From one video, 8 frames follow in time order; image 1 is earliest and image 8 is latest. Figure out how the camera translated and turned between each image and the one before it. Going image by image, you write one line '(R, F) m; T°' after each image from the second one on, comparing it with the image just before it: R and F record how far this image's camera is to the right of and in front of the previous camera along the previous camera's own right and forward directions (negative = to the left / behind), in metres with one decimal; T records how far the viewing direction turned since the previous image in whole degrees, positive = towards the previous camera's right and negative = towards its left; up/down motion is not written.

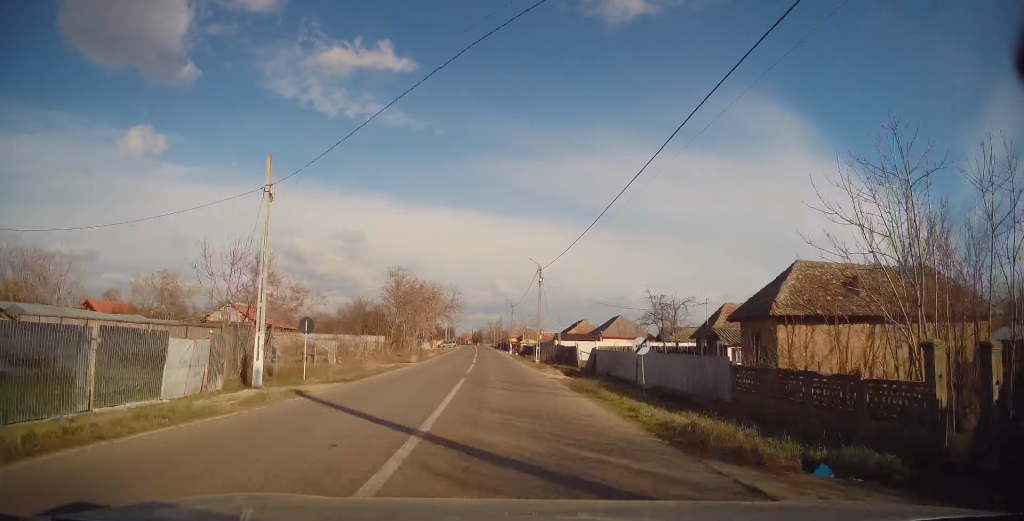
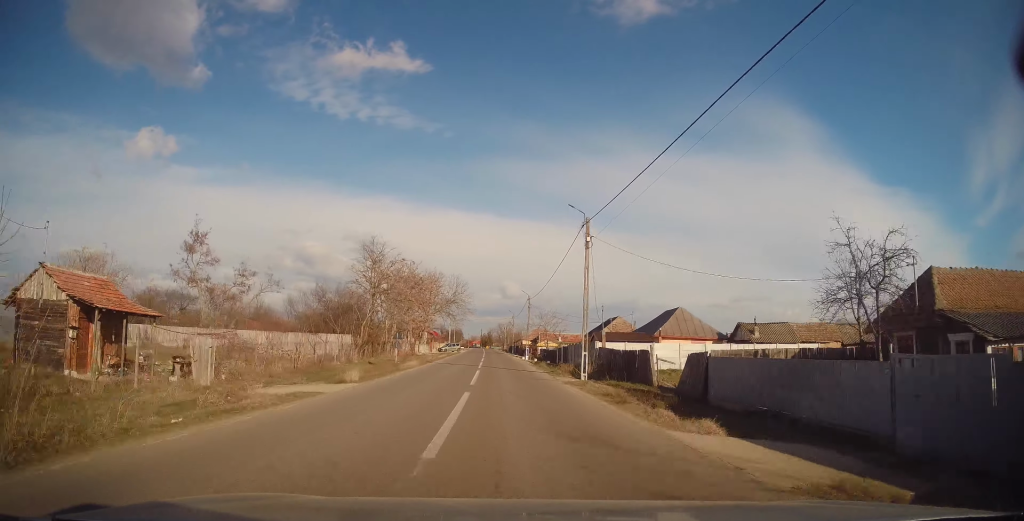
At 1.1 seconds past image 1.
(-0.5, +17.1) m; -1°
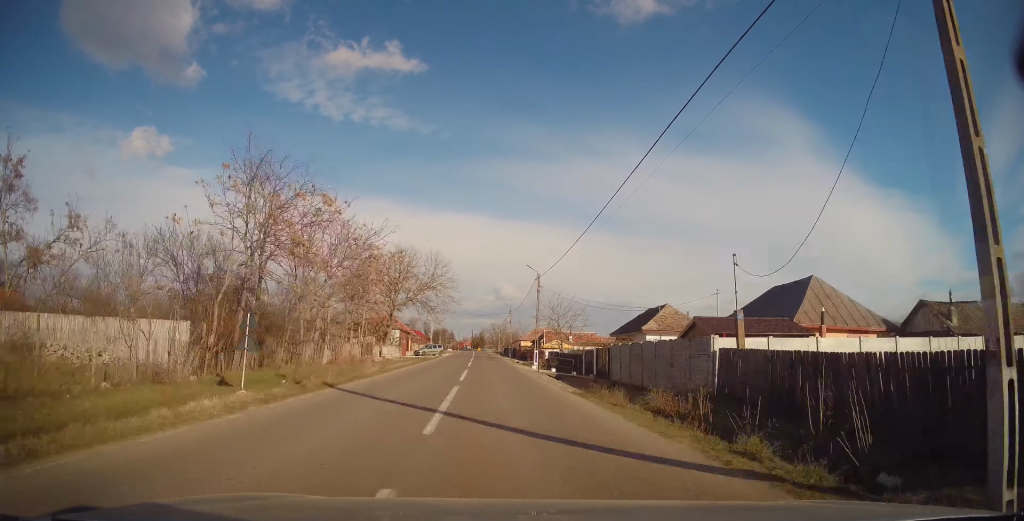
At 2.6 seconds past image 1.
(0.0, +22.3) m; 0°
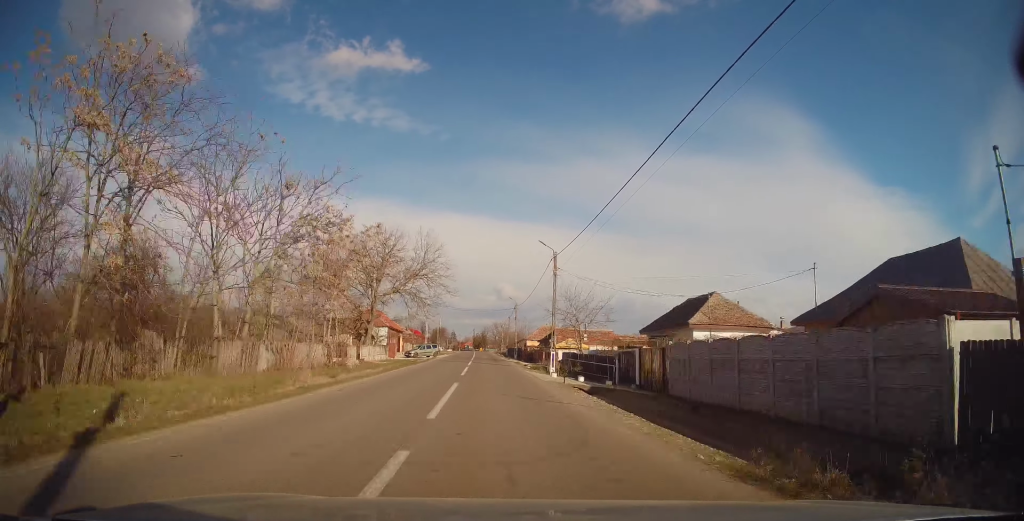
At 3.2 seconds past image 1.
(+0.1, +10.0) m; 0°
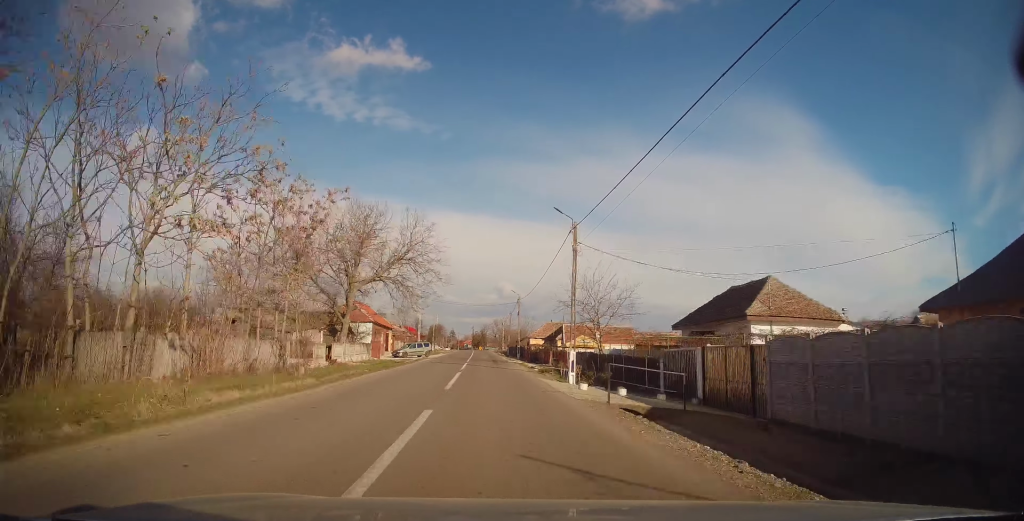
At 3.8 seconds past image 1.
(+0.2, +8.7) m; -1°
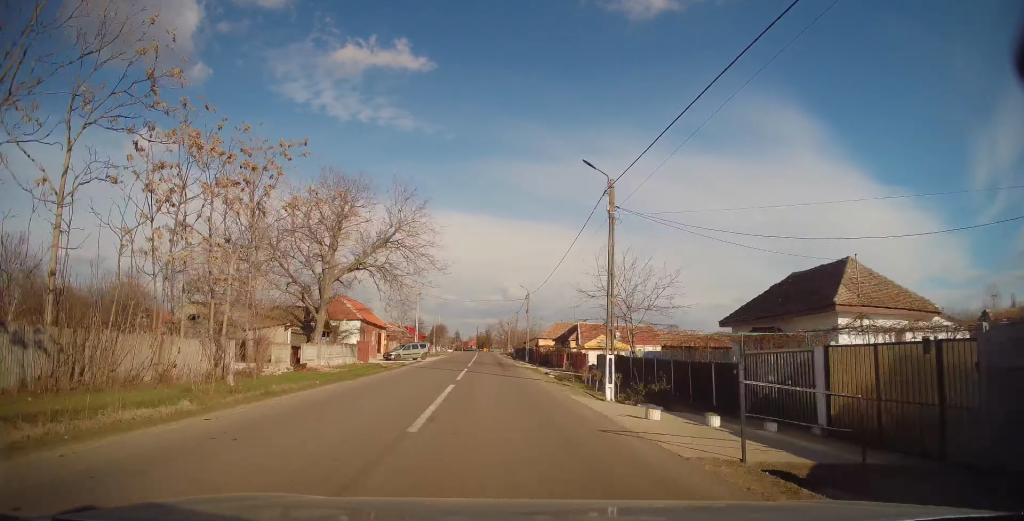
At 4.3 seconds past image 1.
(-0.2, +7.2) m; 0°
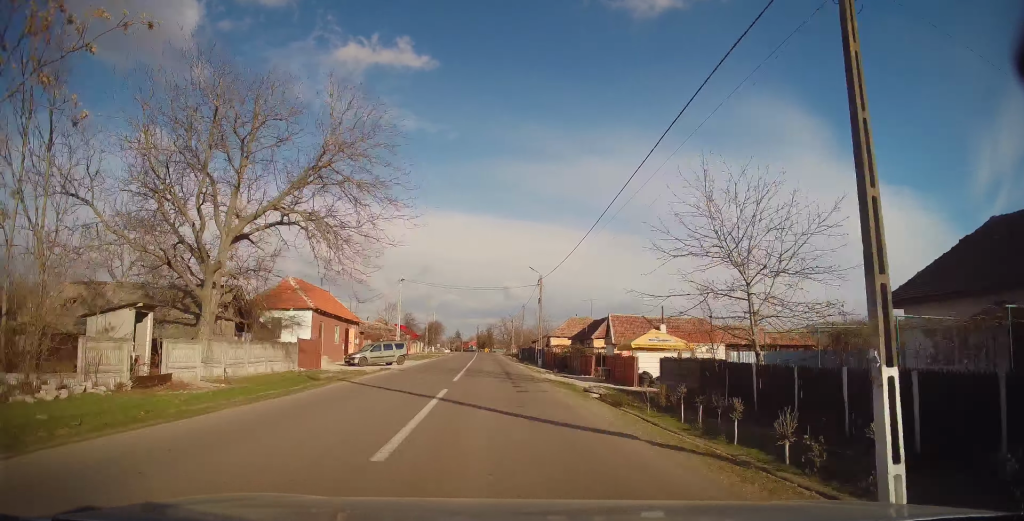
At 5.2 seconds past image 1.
(0.0, +13.7) m; 0°
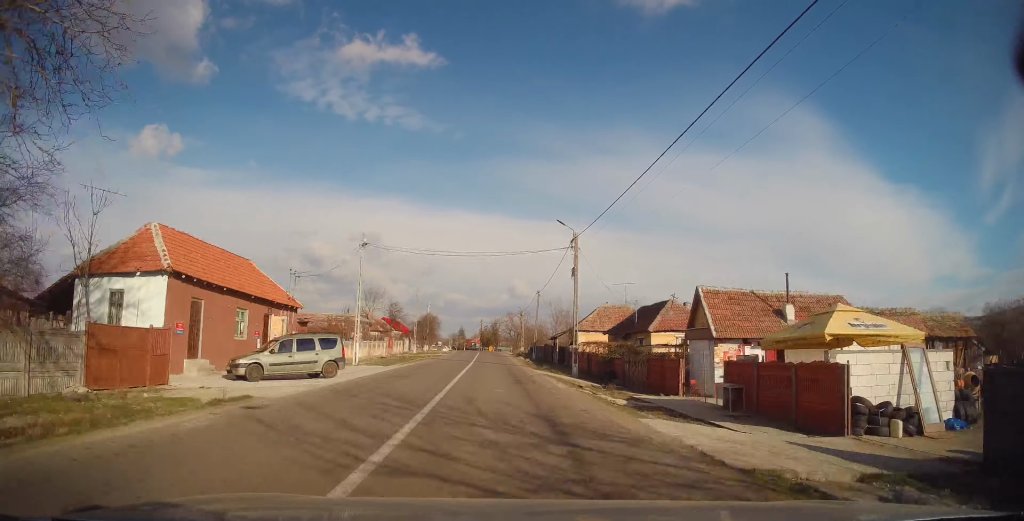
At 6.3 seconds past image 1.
(-0.1, +17.3) m; -1°
